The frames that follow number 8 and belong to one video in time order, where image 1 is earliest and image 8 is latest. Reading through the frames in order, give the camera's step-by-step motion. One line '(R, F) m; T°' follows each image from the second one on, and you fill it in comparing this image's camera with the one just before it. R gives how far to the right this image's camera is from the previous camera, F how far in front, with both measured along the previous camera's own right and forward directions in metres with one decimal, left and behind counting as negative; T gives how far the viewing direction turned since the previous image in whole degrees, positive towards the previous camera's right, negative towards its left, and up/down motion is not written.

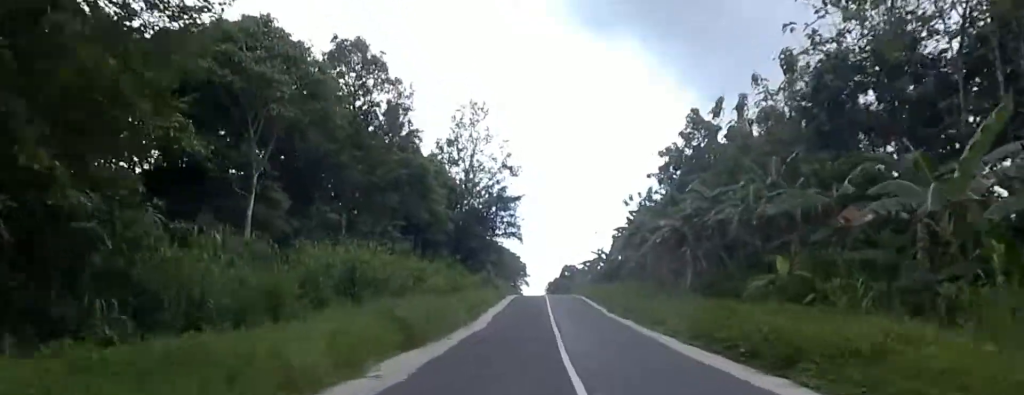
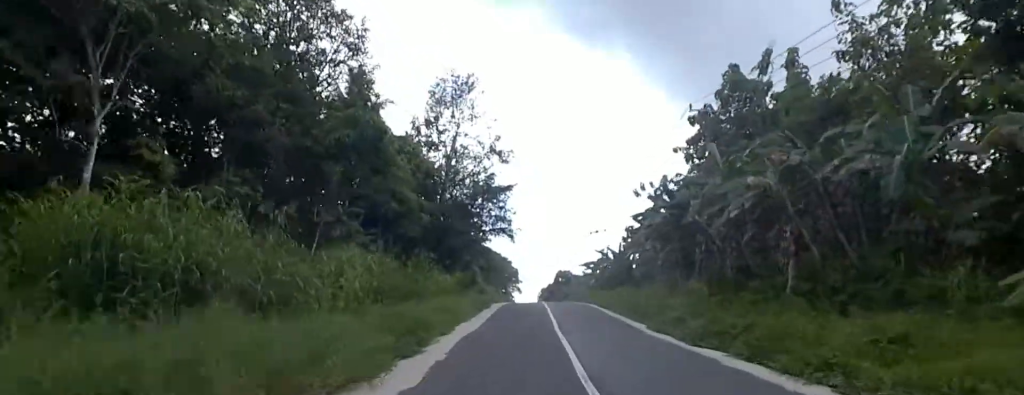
(-0.1, +11.6) m; +5°
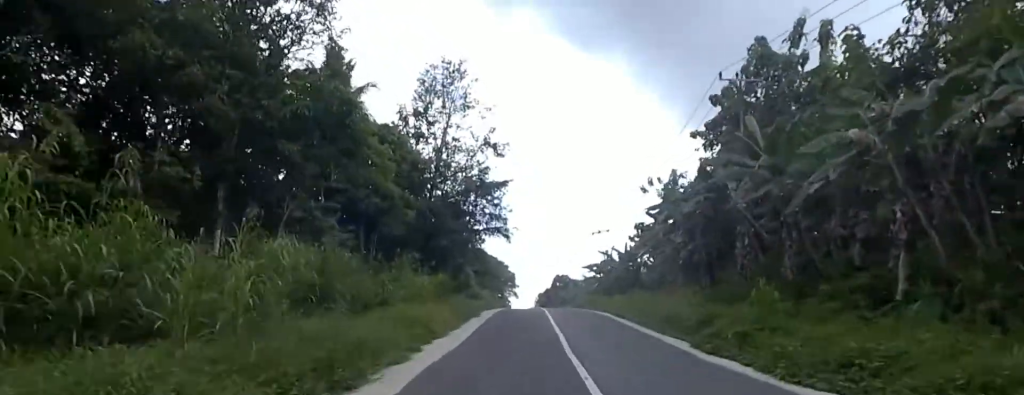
(+0.5, +5.1) m; 0°
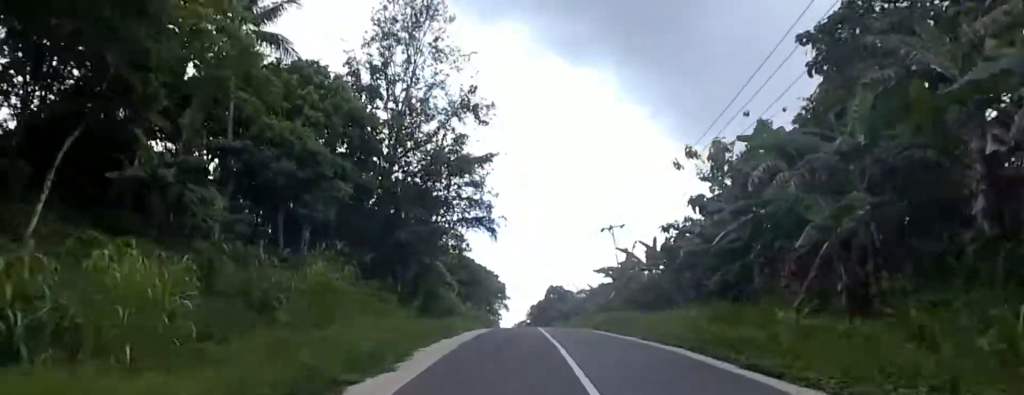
(-0.2, +15.1) m; 0°
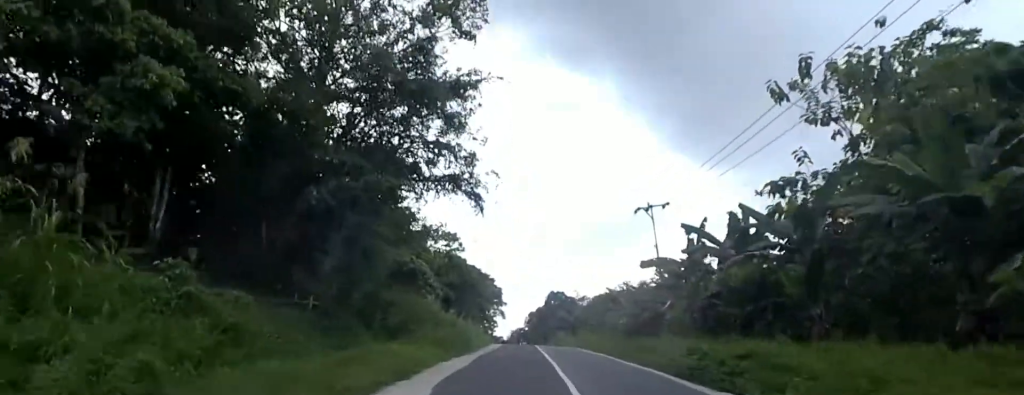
(+0.7, +16.2) m; 0°
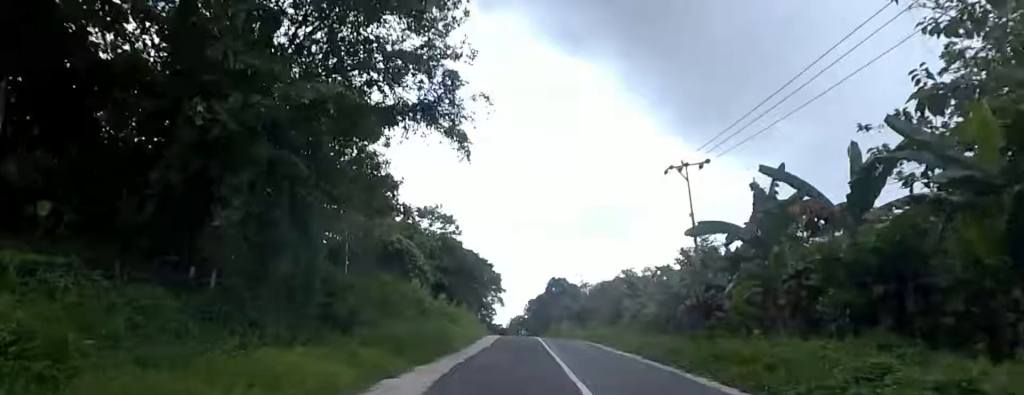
(-0.7, +8.0) m; 0°
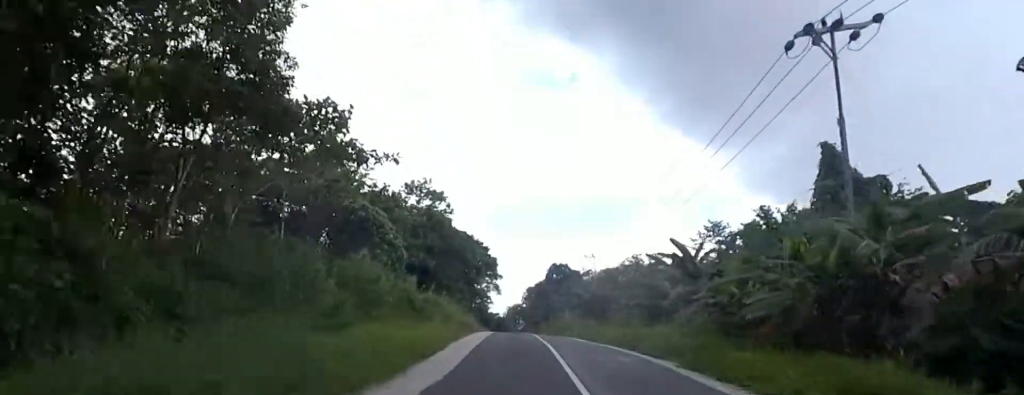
(+0.7, +14.3) m; 0°
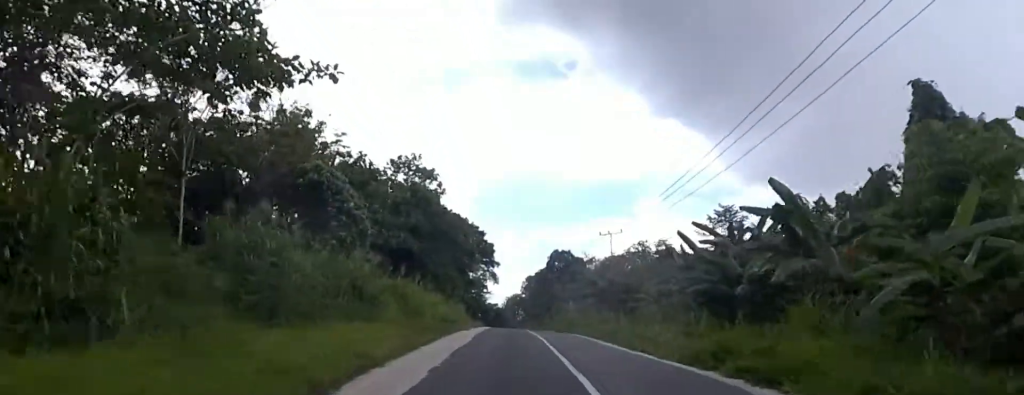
(-0.9, +11.8) m; 0°
